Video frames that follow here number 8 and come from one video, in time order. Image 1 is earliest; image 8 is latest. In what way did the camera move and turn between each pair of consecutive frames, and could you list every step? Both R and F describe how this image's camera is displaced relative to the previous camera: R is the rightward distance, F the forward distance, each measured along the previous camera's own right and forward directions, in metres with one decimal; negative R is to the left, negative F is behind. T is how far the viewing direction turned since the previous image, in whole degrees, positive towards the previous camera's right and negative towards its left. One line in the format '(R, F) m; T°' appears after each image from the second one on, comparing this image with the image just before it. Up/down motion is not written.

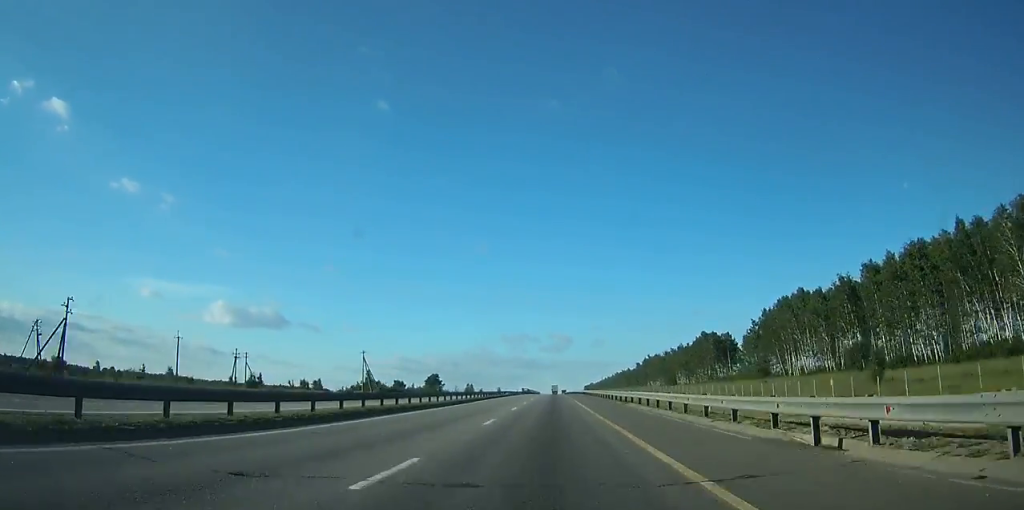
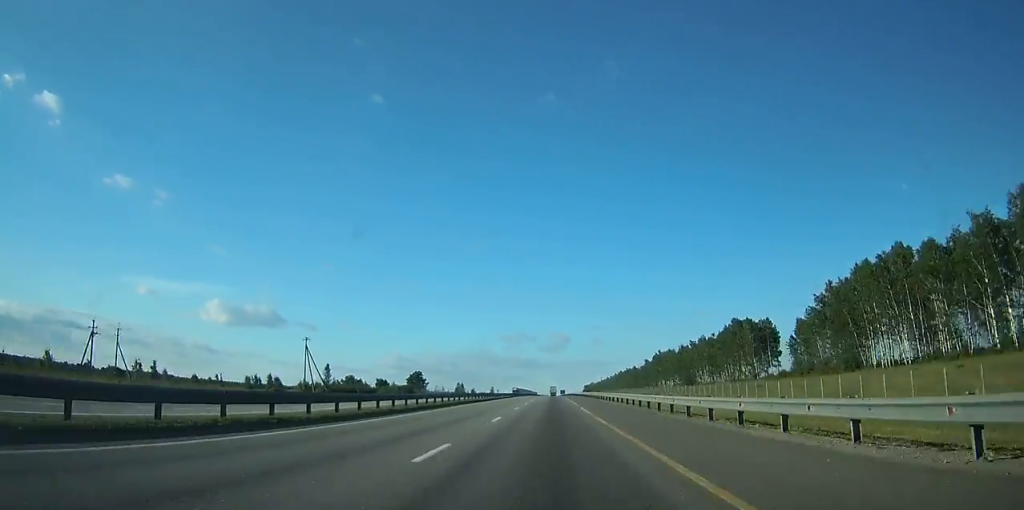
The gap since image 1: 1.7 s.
(0.0, +42.8) m; 0°
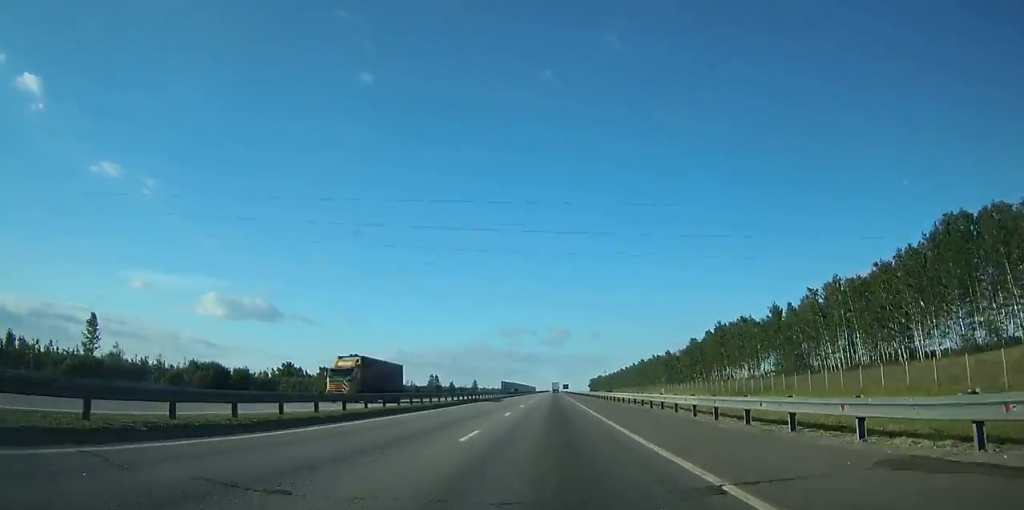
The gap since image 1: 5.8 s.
(+0.1, +108.1) m; 0°
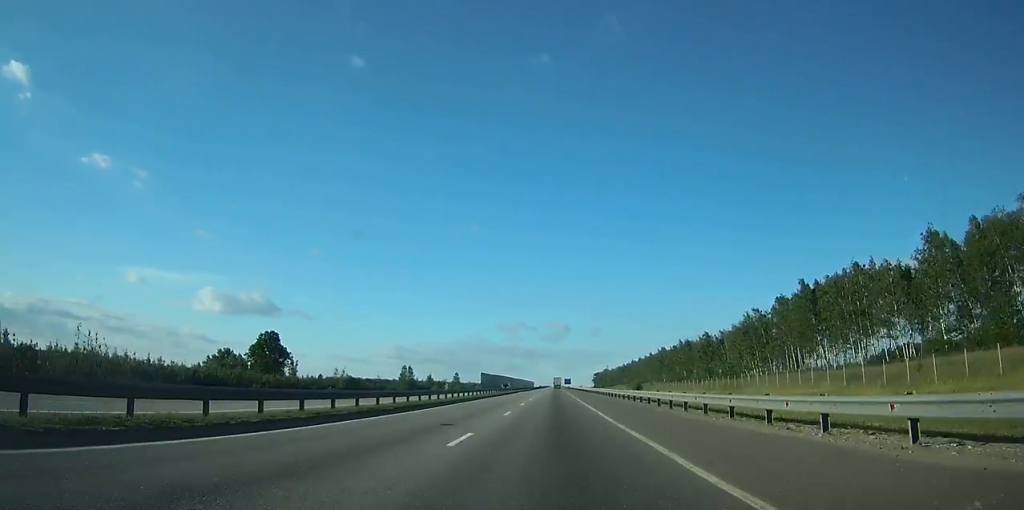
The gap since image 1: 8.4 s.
(0.0, +69.9) m; 0°
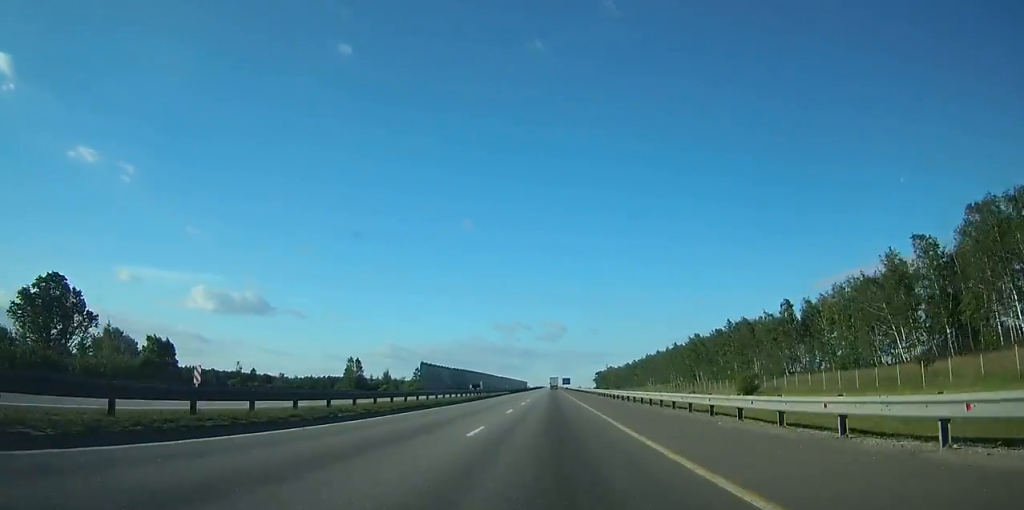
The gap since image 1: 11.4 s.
(+0.1, +80.8) m; 0°
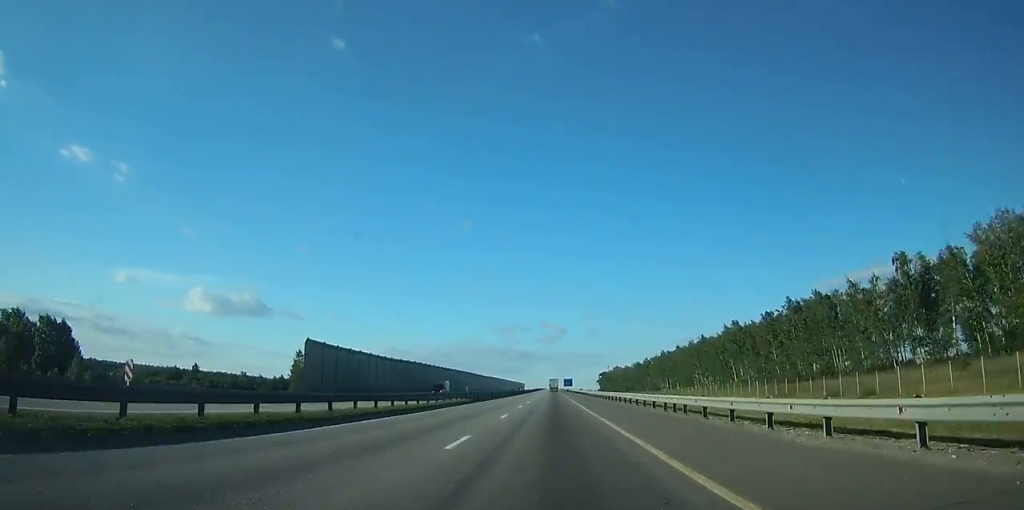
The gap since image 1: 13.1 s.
(+0.1, +50.1) m; 0°
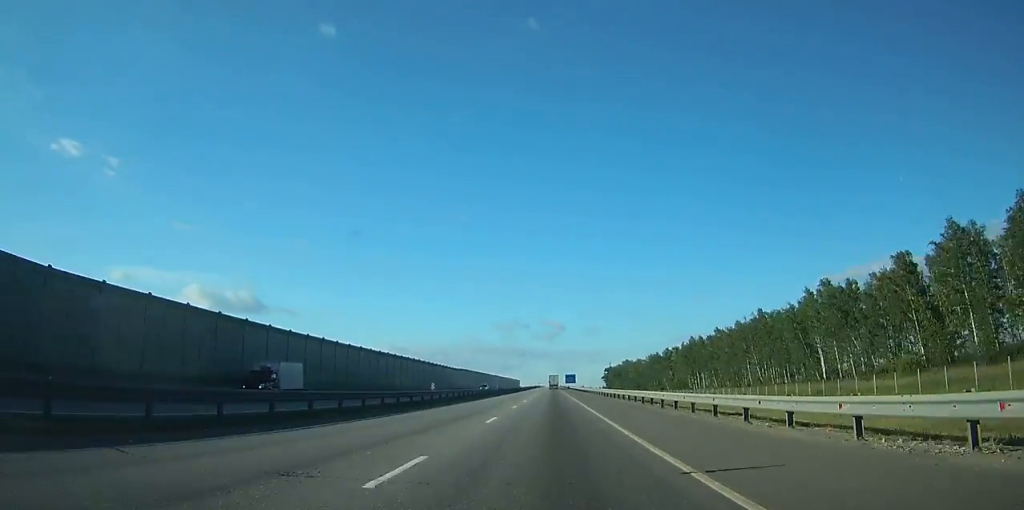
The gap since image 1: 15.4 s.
(0.0, +67.6) m; 0°
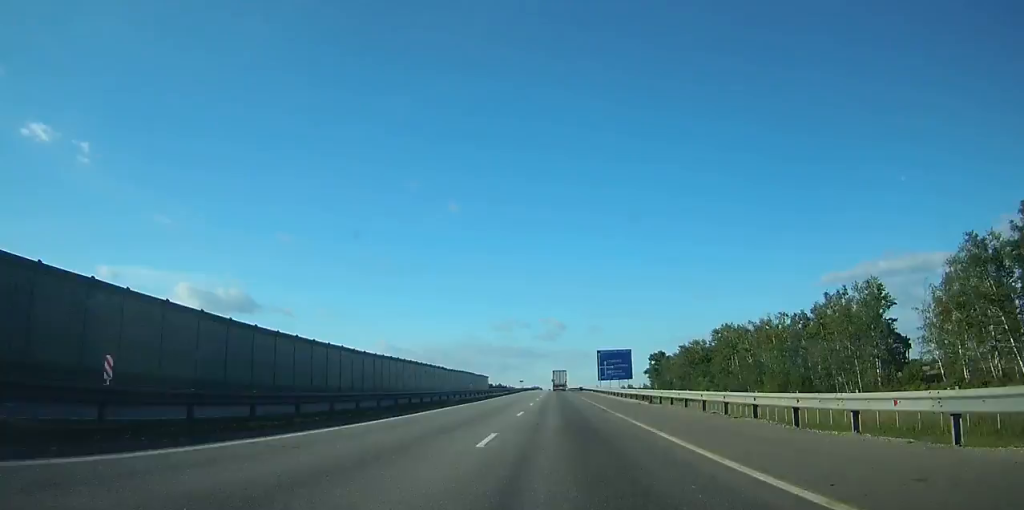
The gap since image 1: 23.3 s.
(-1.2, +231.9) m; 0°
